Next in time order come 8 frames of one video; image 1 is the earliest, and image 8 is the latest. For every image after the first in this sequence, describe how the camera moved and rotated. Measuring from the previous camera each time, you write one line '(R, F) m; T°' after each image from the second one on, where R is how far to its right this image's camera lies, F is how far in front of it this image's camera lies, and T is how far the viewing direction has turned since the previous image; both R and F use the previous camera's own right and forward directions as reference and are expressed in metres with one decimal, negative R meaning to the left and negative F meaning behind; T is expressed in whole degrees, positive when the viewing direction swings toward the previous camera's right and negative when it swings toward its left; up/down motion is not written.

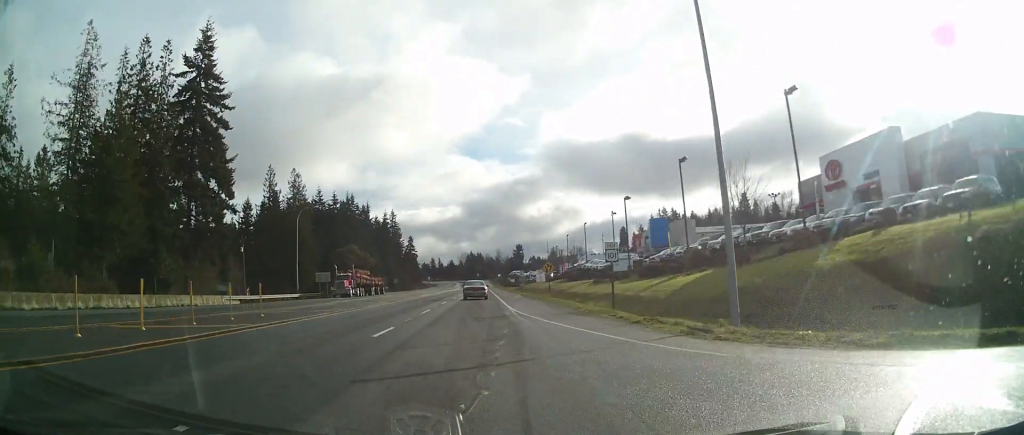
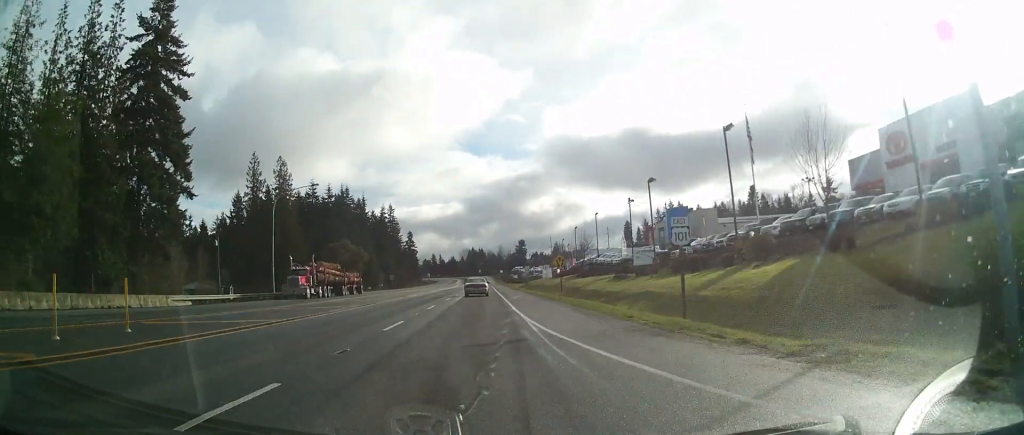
(0.0, +10.0) m; 0°
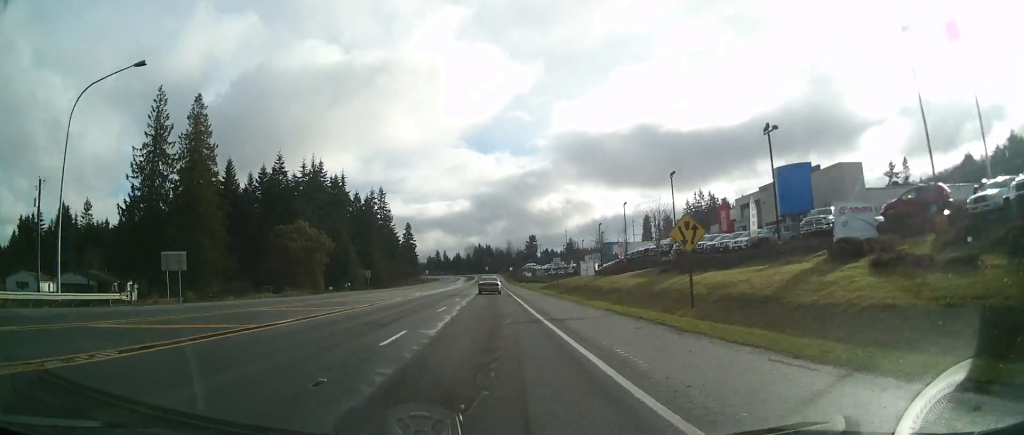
(+0.1, +39.9) m; -1°
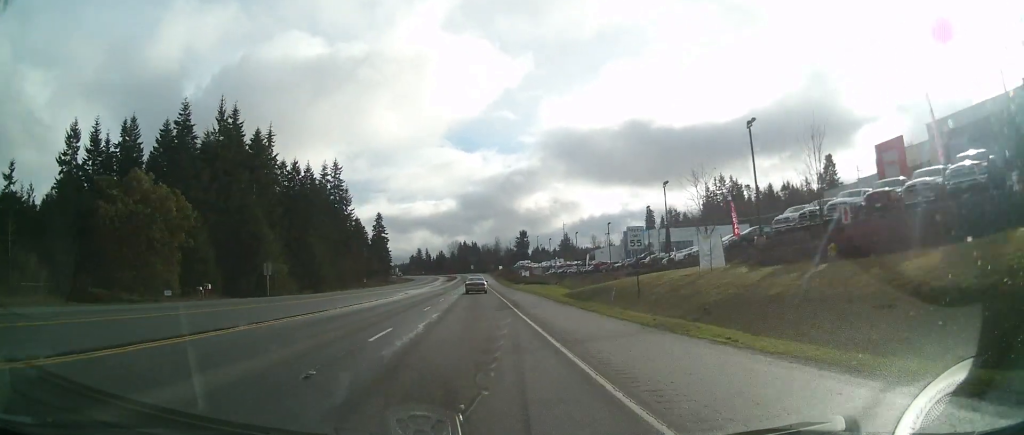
(-0.6, +48.0) m; -1°
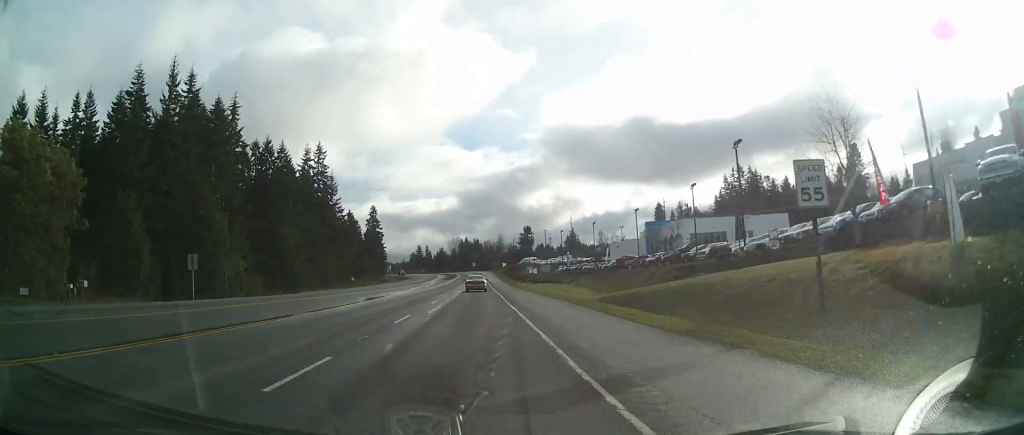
(0.0, +18.7) m; 0°
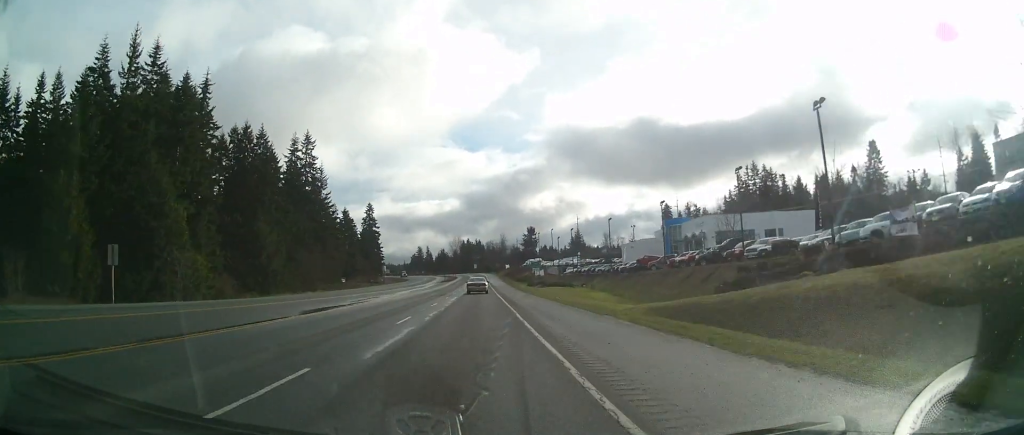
(0.0, +12.3) m; 0°
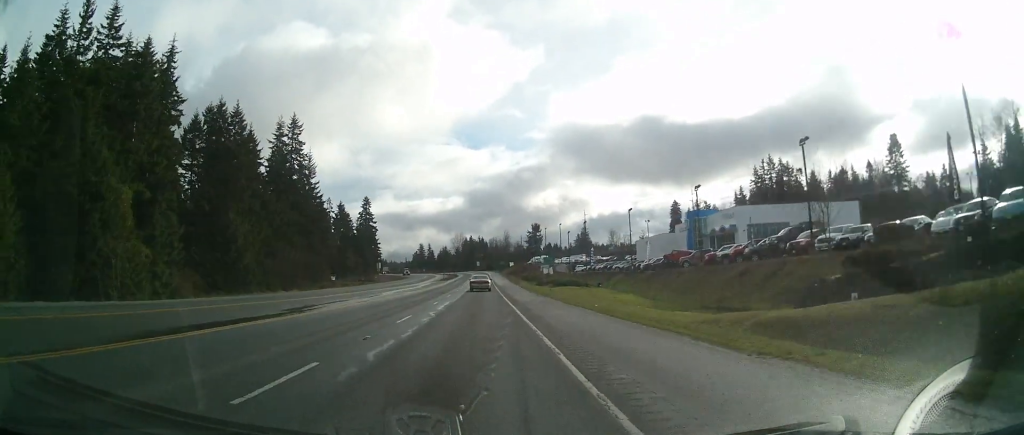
(0.0, +12.3) m; 0°
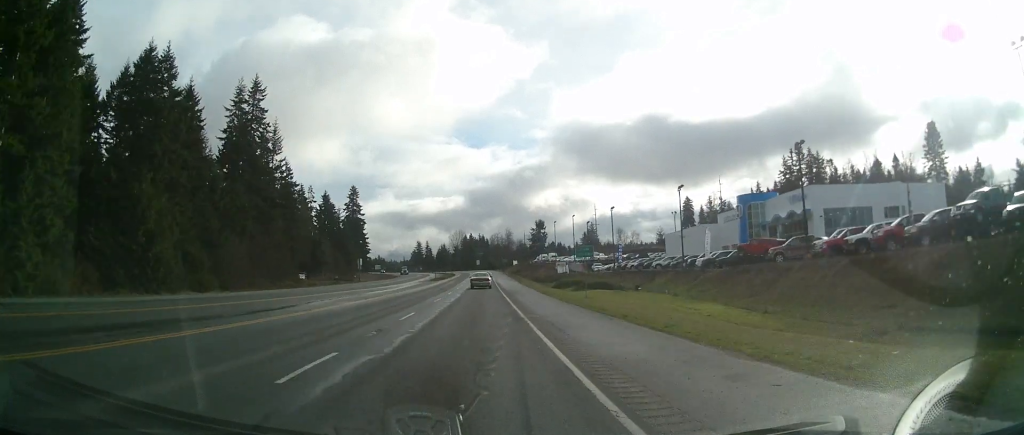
(+0.3, +23.1) m; +1°
